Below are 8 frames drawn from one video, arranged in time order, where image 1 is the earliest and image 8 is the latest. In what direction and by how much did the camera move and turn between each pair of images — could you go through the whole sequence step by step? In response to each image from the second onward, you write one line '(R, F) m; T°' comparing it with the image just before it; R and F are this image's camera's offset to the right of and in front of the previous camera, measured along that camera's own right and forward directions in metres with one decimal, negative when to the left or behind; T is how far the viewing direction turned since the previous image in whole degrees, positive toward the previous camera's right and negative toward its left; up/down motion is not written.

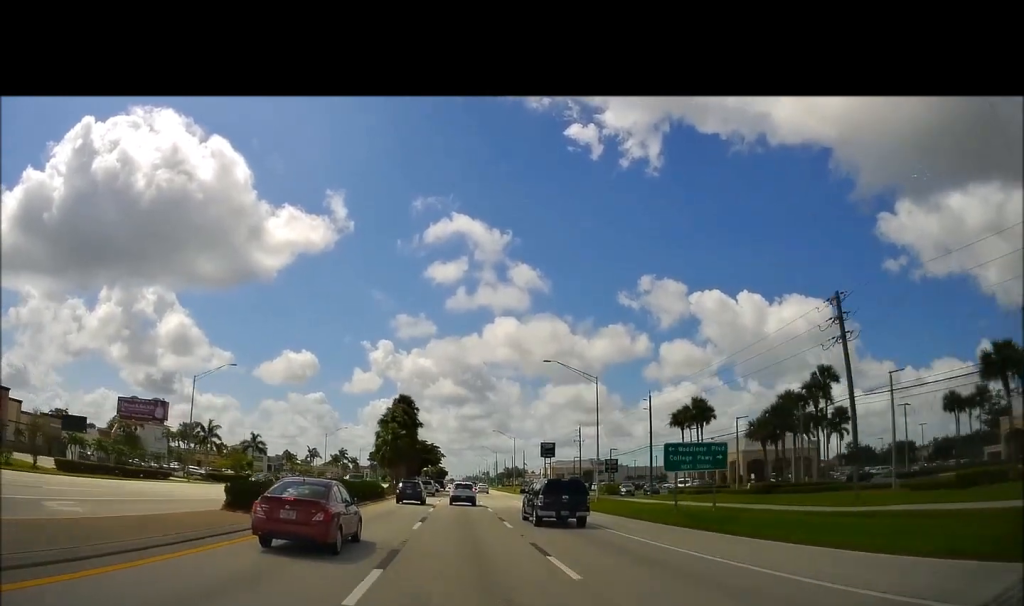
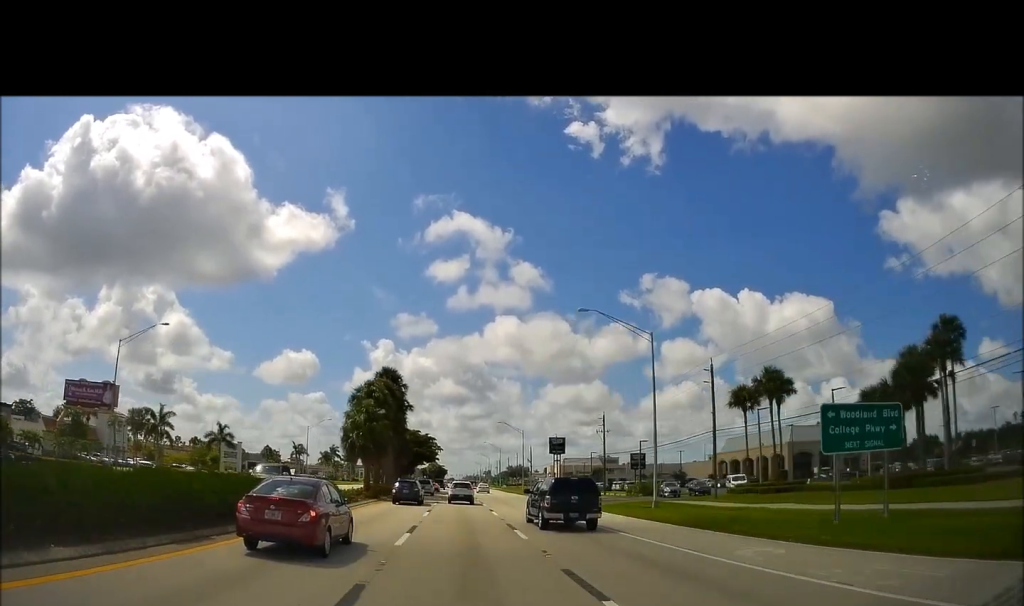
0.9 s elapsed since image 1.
(-0.2, +17.8) m; -1°
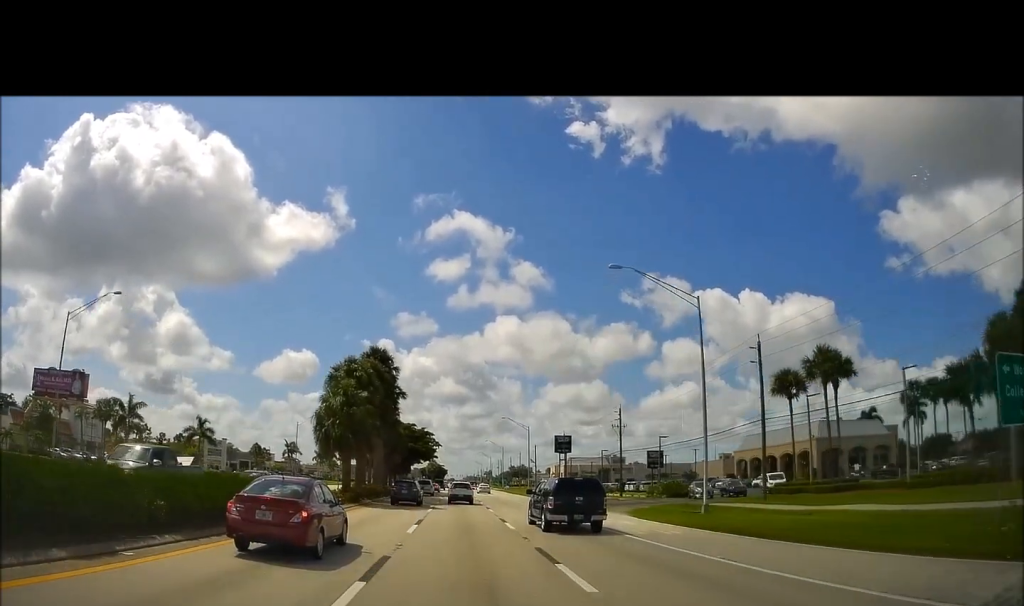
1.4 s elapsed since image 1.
(-0.2, +9.1) m; 0°
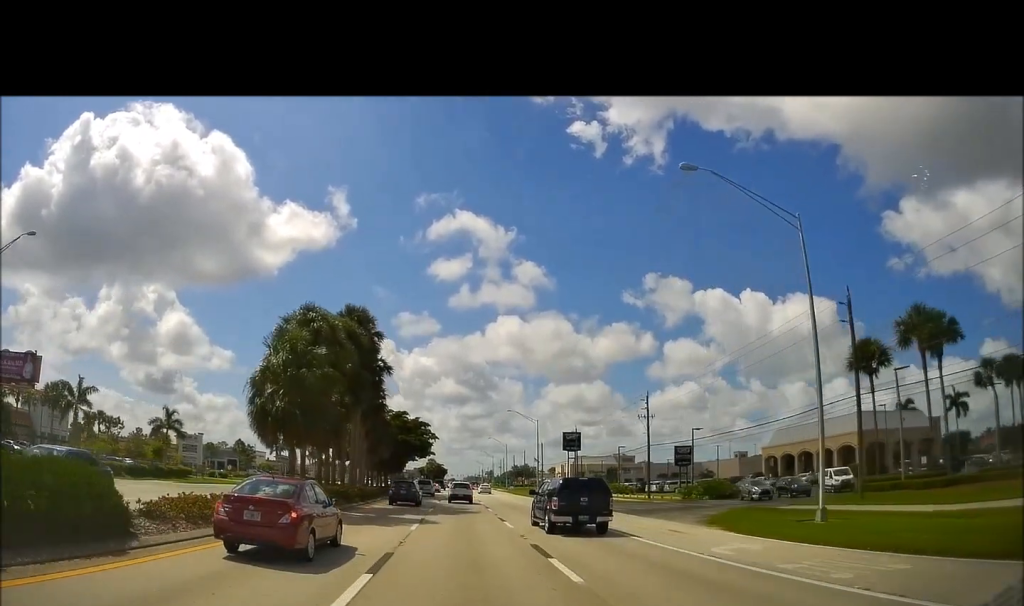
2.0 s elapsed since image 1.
(+0.2, +12.2) m; 0°
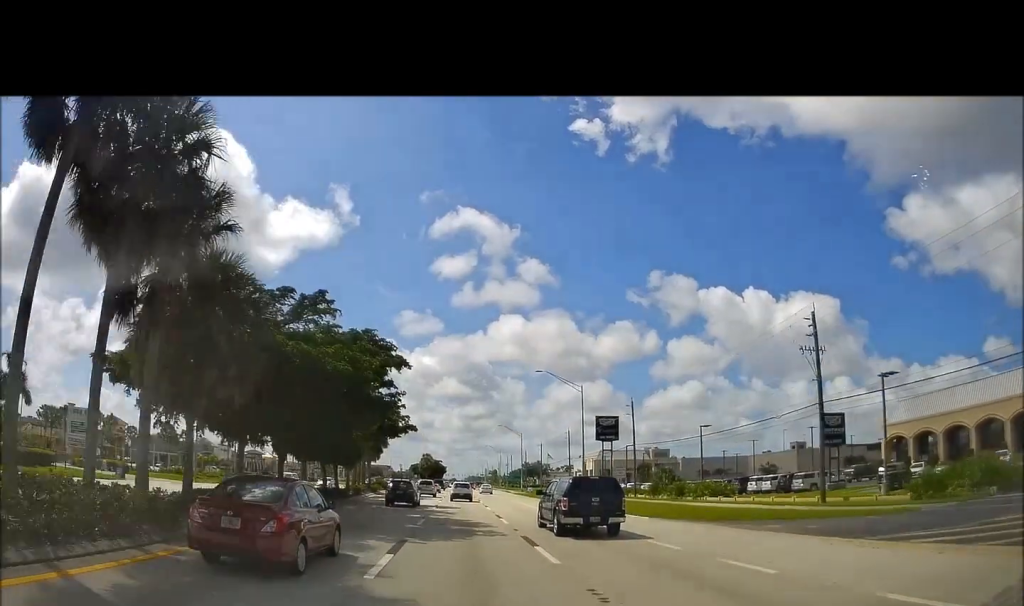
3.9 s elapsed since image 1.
(0.0, +36.5) m; 0°
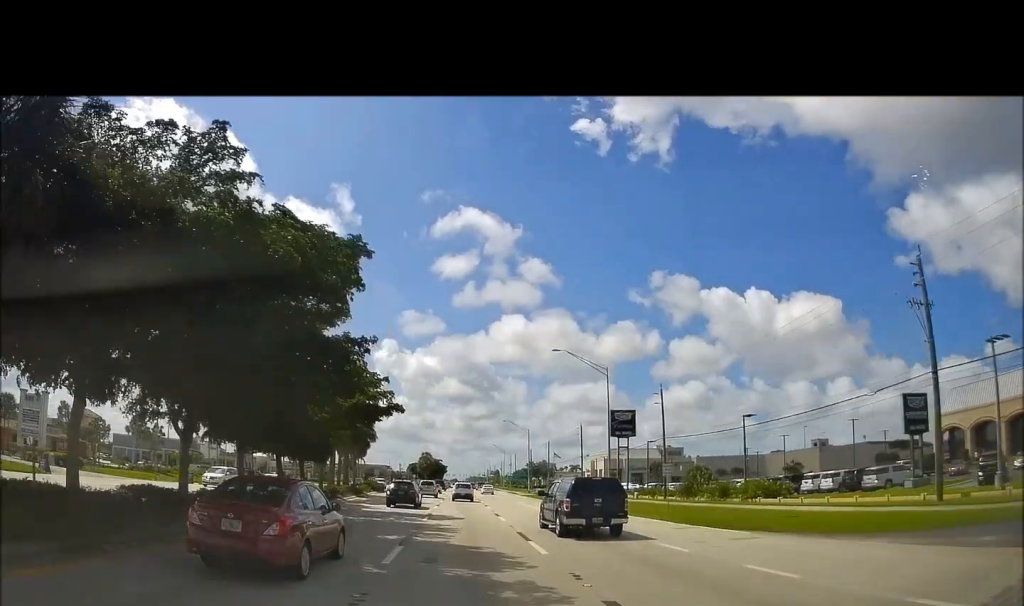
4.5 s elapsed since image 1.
(+0.2, +10.9) m; 0°
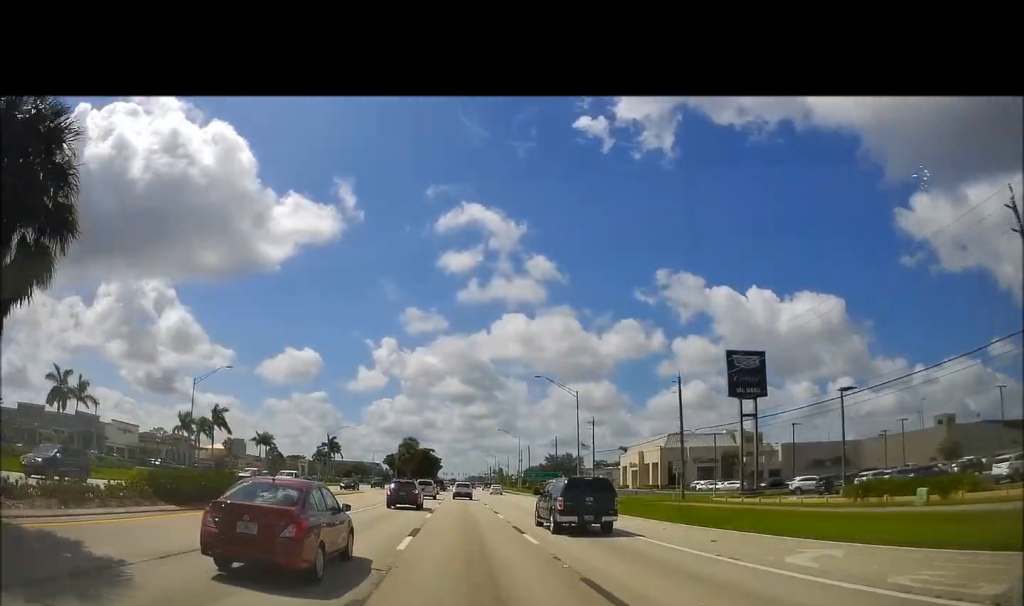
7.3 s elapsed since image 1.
(-0.4, +47.1) m; +2°
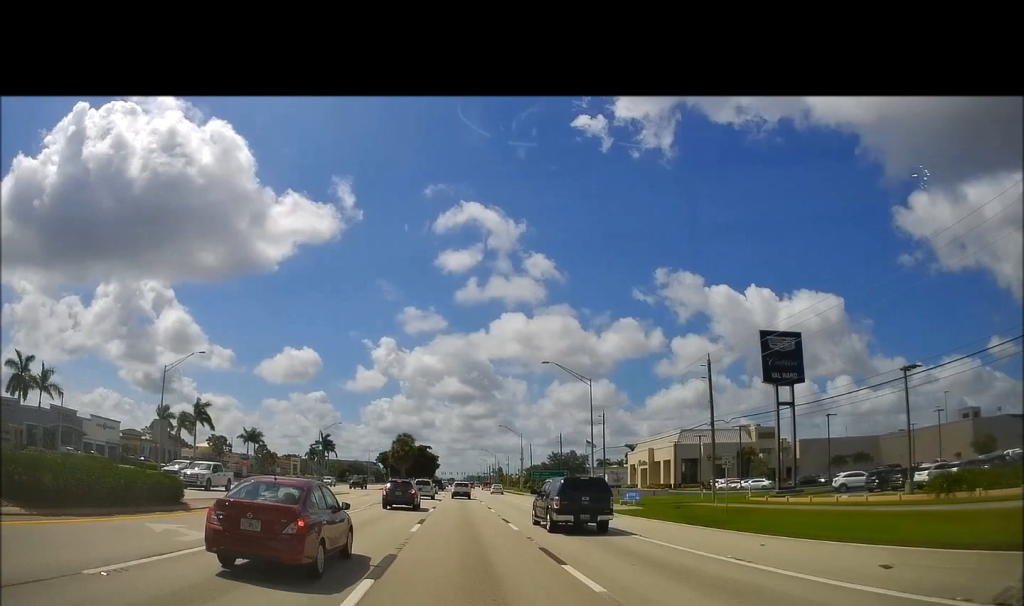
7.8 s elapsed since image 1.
(0.0, +7.7) m; 0°
